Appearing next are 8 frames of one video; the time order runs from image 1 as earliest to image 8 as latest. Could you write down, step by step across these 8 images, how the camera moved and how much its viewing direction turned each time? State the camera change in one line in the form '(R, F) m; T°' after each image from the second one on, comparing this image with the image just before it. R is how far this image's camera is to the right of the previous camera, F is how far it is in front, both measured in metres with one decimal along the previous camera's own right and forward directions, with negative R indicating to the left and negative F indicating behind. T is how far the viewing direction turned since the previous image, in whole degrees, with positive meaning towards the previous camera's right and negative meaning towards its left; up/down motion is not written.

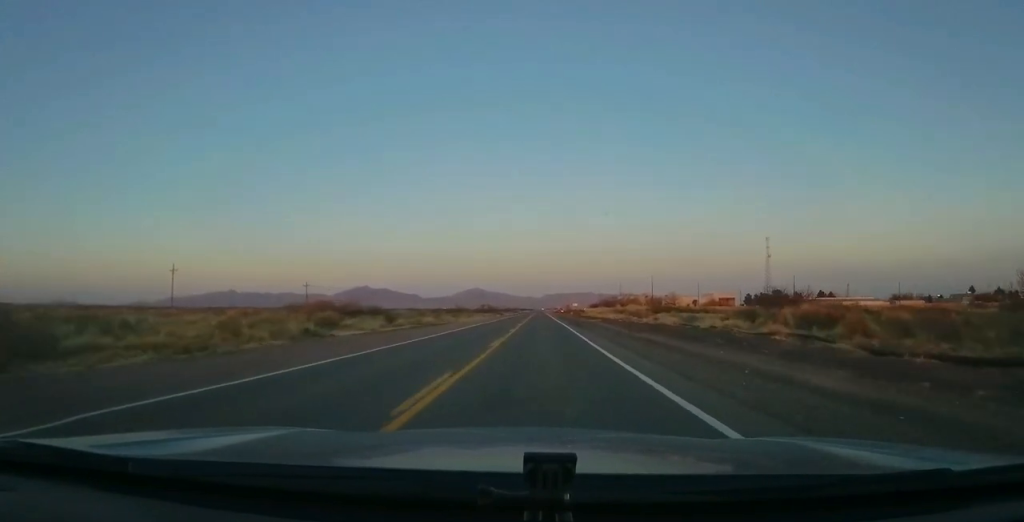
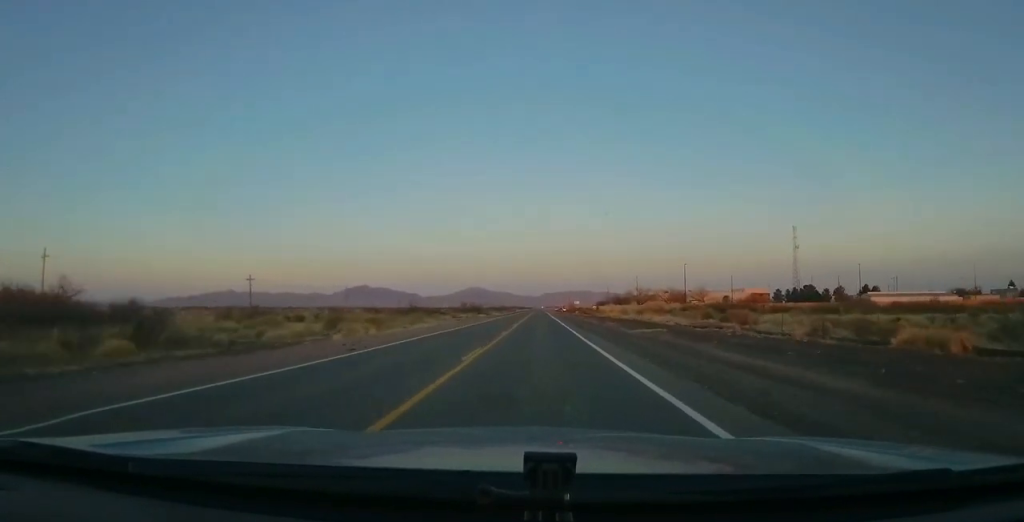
(-0.5, +41.2) m; 0°
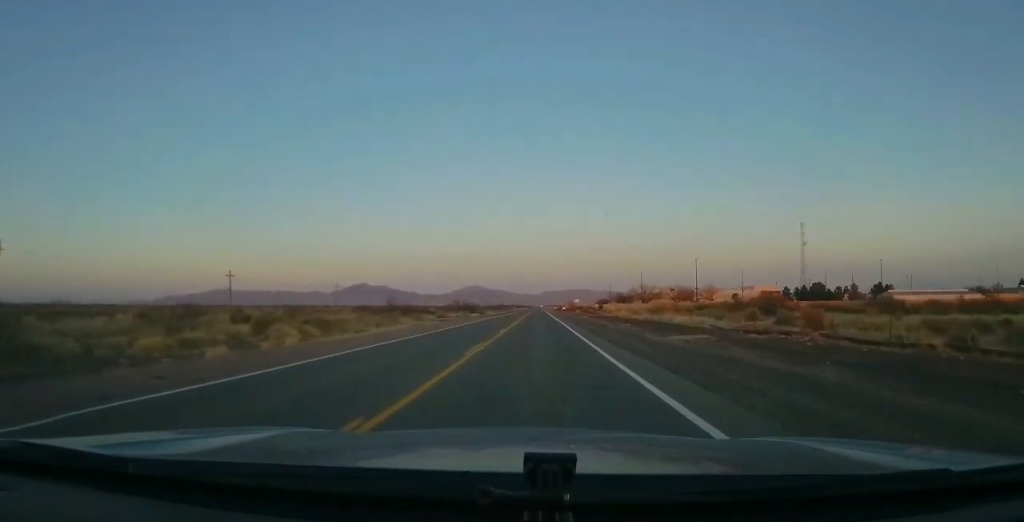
(+0.1, +10.9) m; +1°
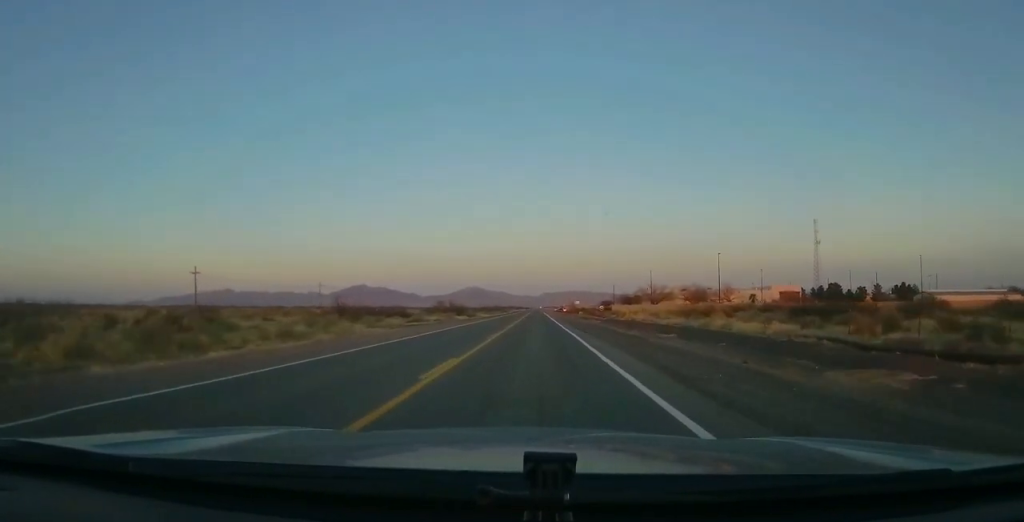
(+0.1, +16.8) m; +1°
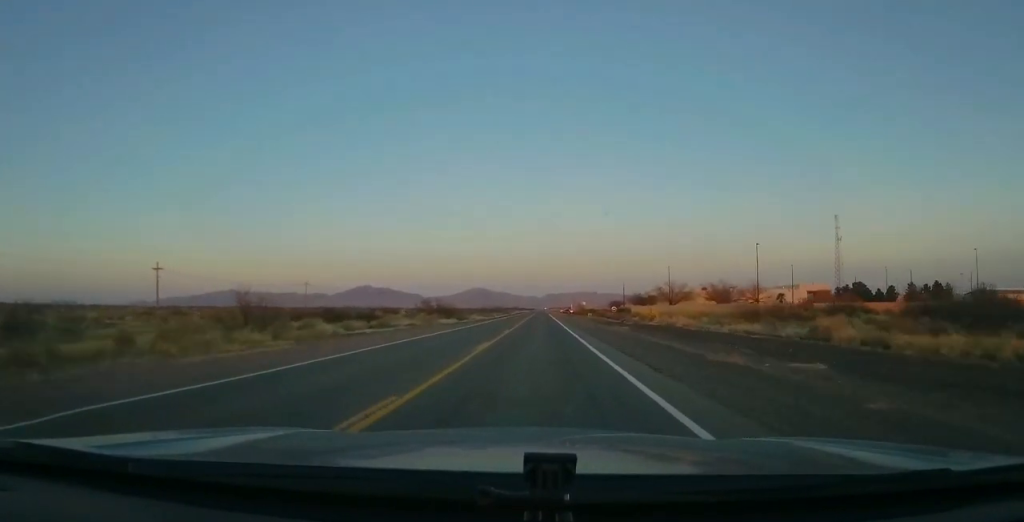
(0.0, +17.6) m; +1°
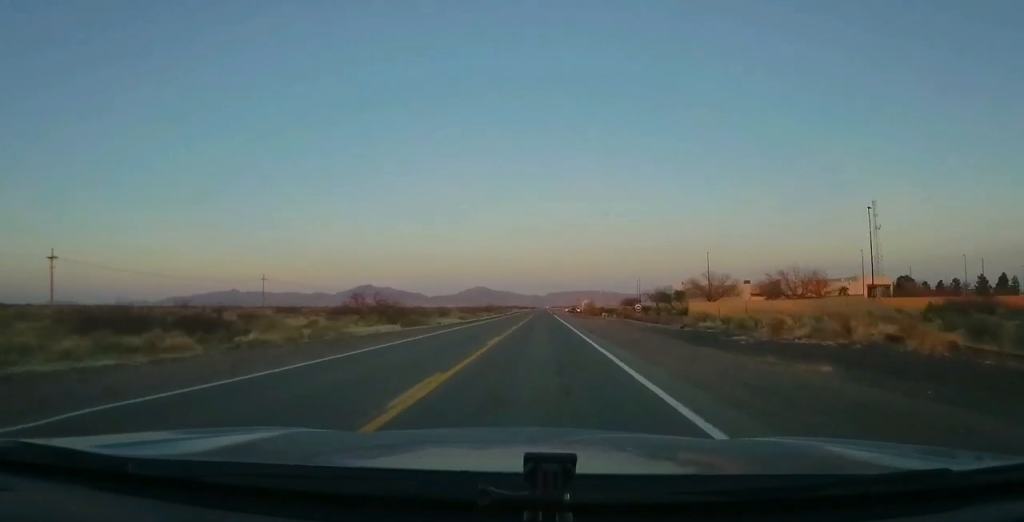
(+0.3, +33.3) m; 0°
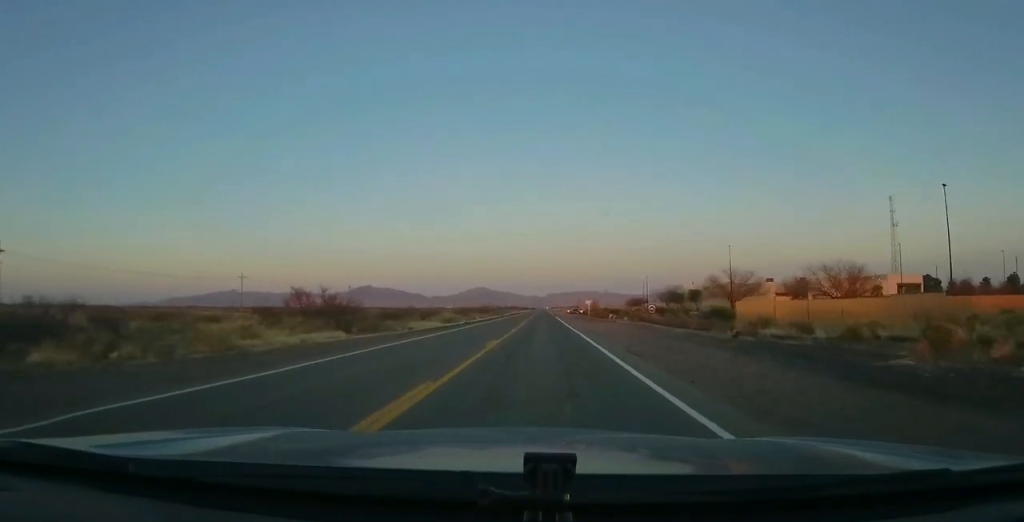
(-0.1, +13.4) m; -1°
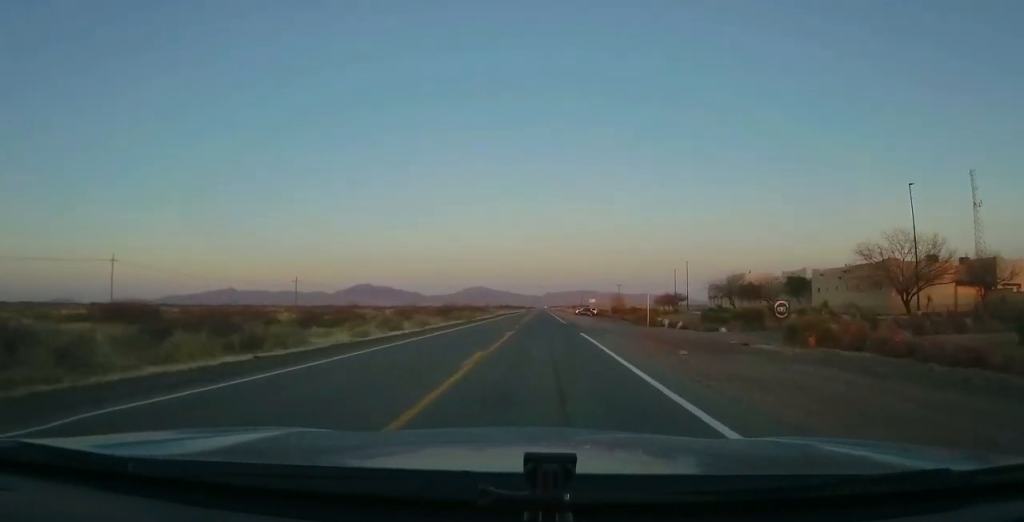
(+0.9, +53.4) m; +1°
